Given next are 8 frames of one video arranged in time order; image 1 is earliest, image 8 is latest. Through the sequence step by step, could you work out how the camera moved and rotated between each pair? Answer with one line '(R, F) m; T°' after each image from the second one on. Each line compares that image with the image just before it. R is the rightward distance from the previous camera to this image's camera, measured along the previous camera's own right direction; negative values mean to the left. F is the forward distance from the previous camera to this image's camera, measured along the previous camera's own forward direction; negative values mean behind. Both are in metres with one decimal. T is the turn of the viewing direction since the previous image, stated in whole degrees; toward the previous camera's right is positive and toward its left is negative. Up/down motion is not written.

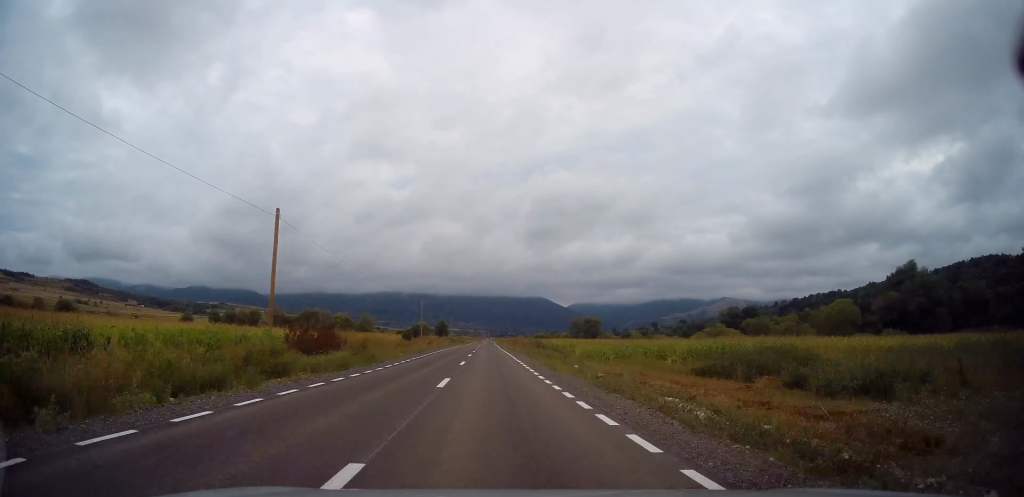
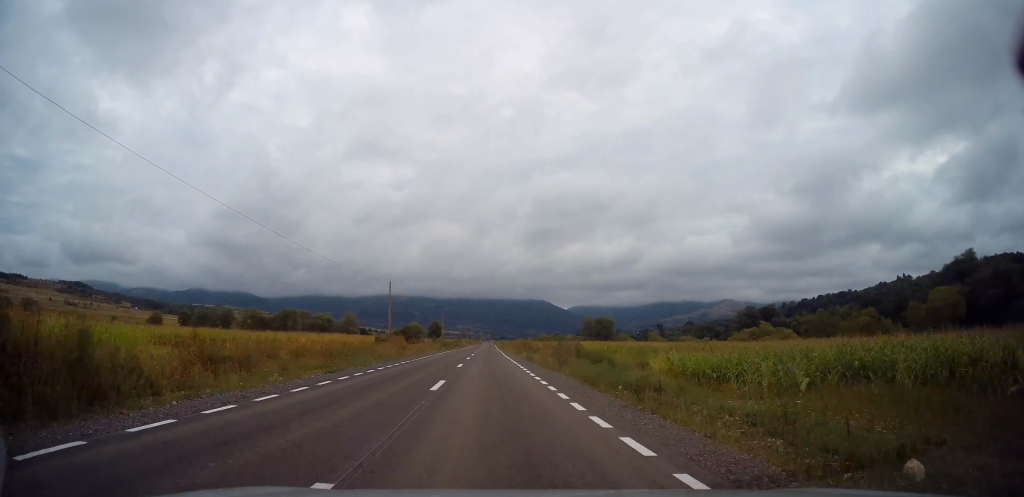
(0.0, +23.8) m; +1°
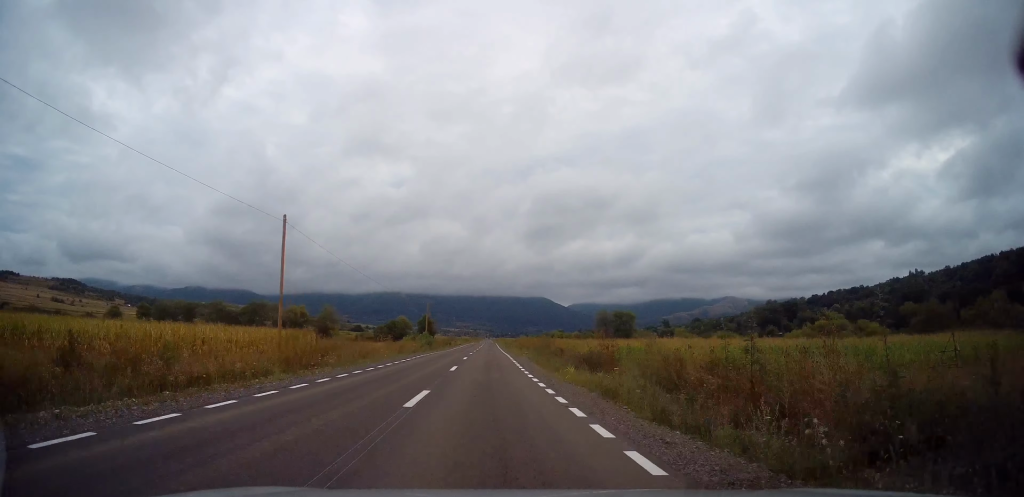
(+0.3, +26.5) m; 0°
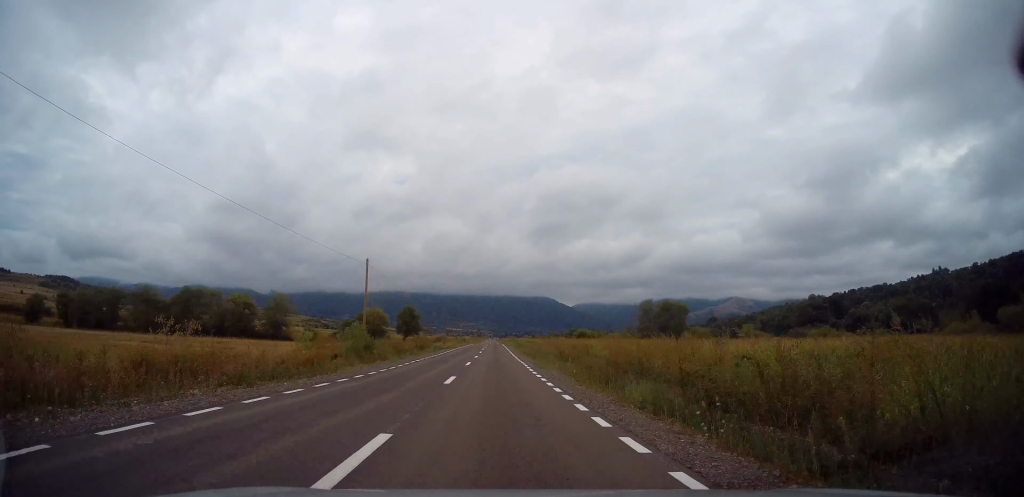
(-0.3, +41.2) m; 0°
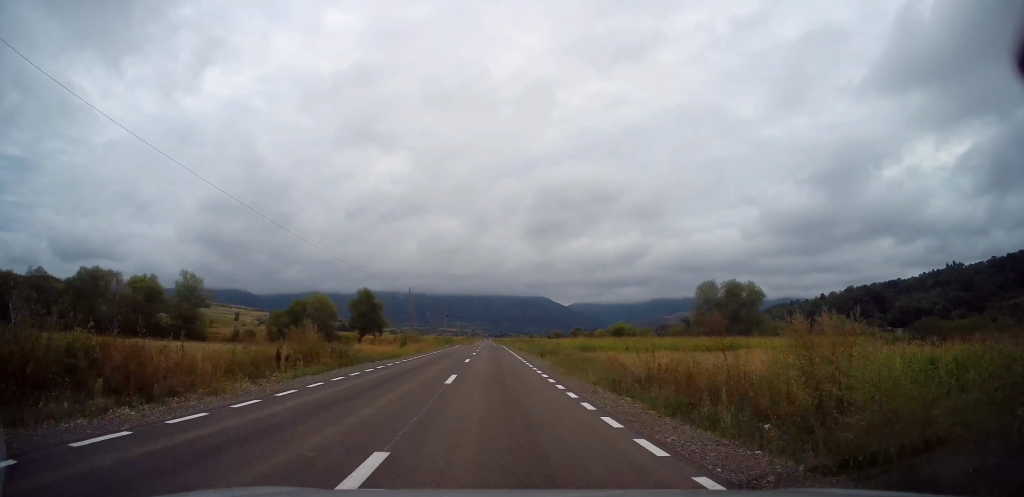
(+0.1, +35.9) m; 0°
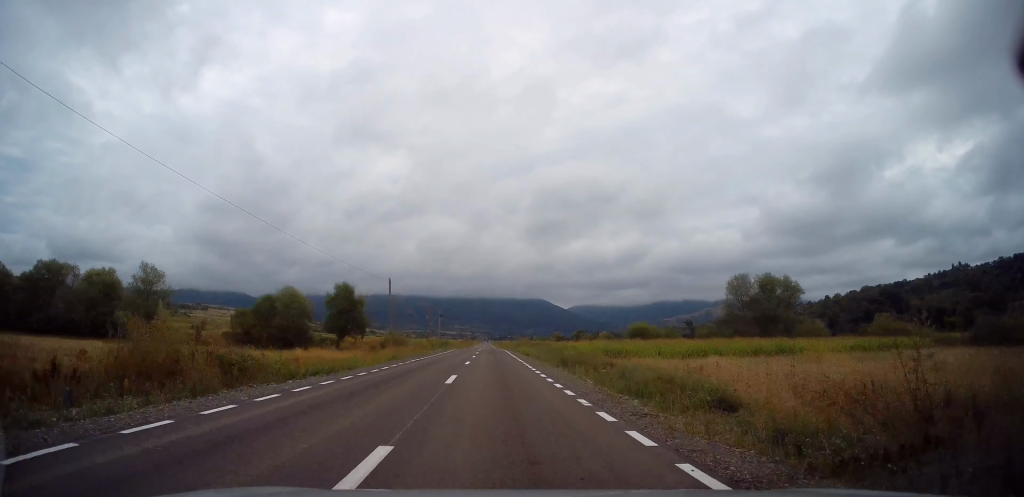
(0.0, +11.4) m; 0°
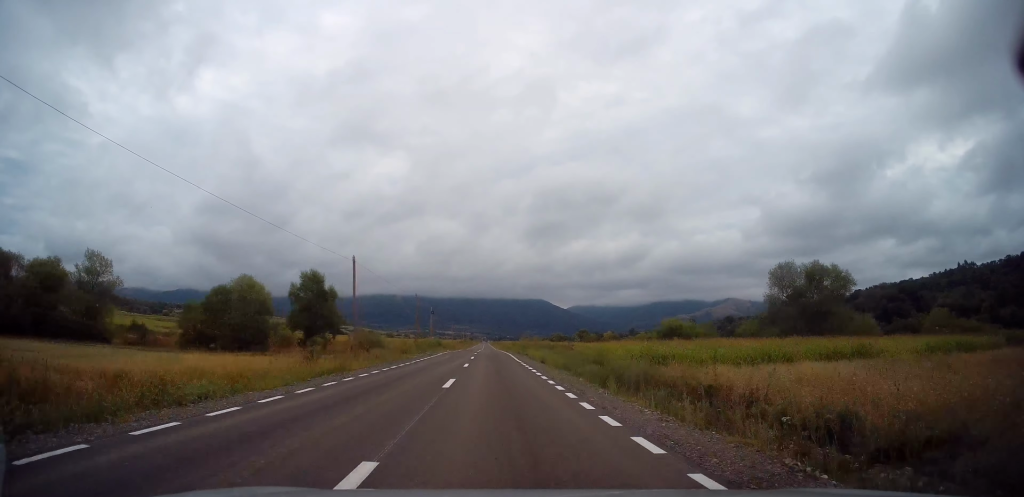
(+0.1, +12.2) m; 0°
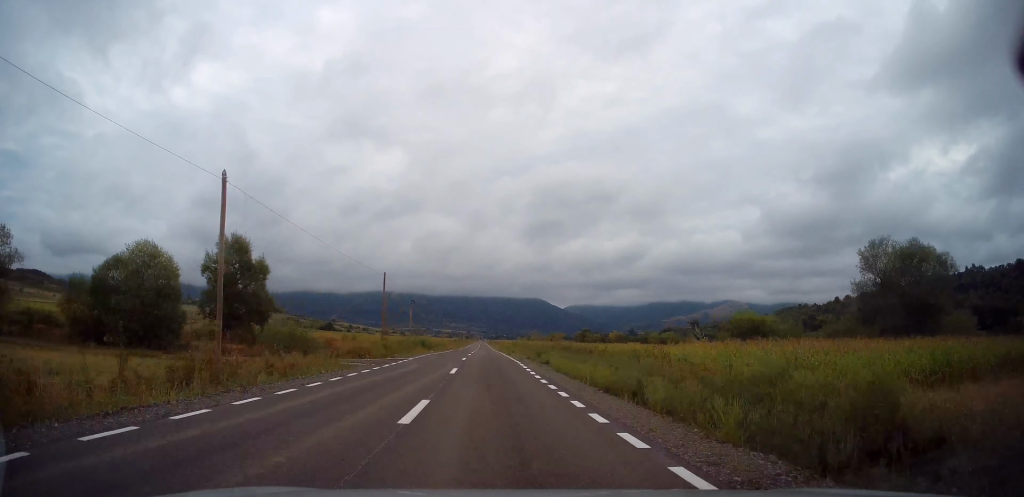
(+0.1, +17.4) m; 0°
